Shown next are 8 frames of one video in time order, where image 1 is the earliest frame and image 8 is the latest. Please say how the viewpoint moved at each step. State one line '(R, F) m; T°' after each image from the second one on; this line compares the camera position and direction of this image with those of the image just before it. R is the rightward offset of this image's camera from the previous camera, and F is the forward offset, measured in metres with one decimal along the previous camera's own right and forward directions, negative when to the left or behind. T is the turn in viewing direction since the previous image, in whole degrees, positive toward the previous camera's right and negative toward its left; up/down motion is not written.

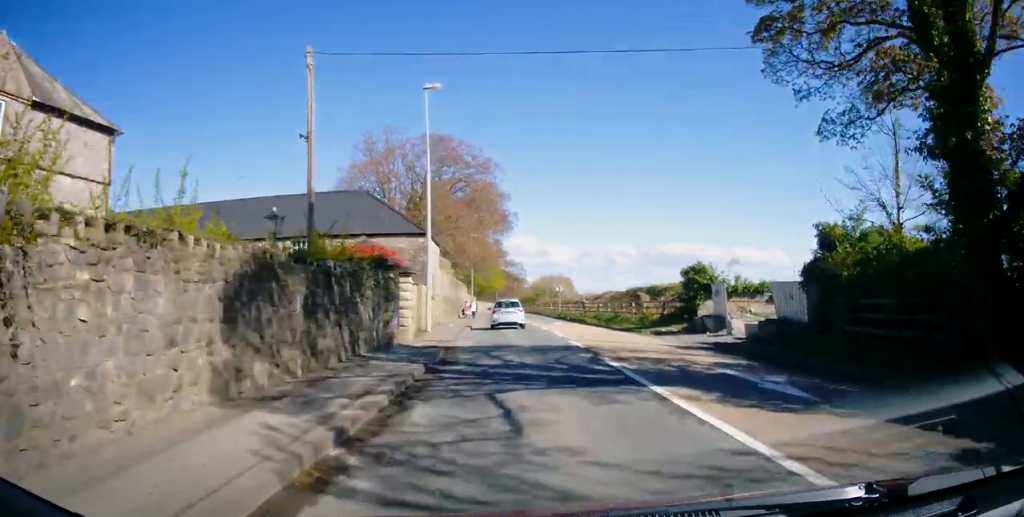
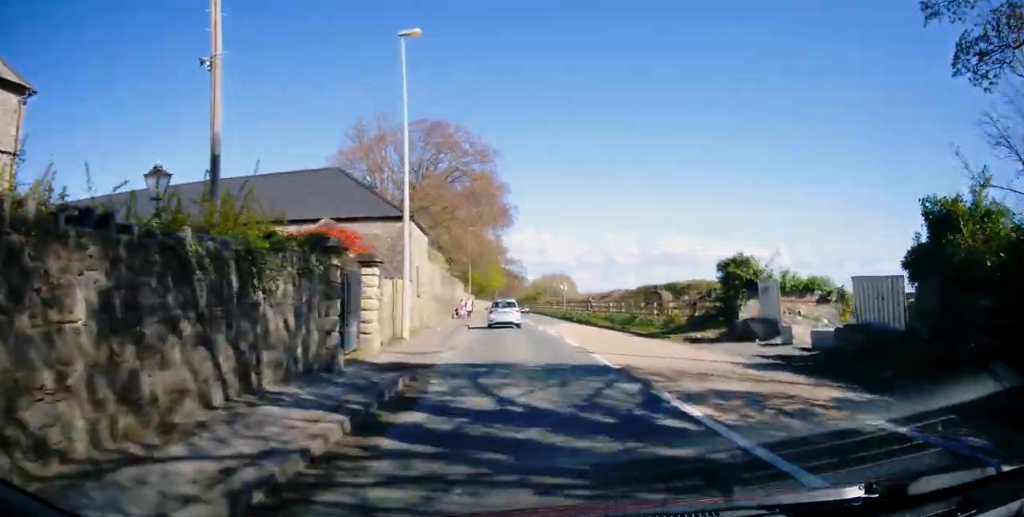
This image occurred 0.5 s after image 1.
(0.0, +5.1) m; 0°
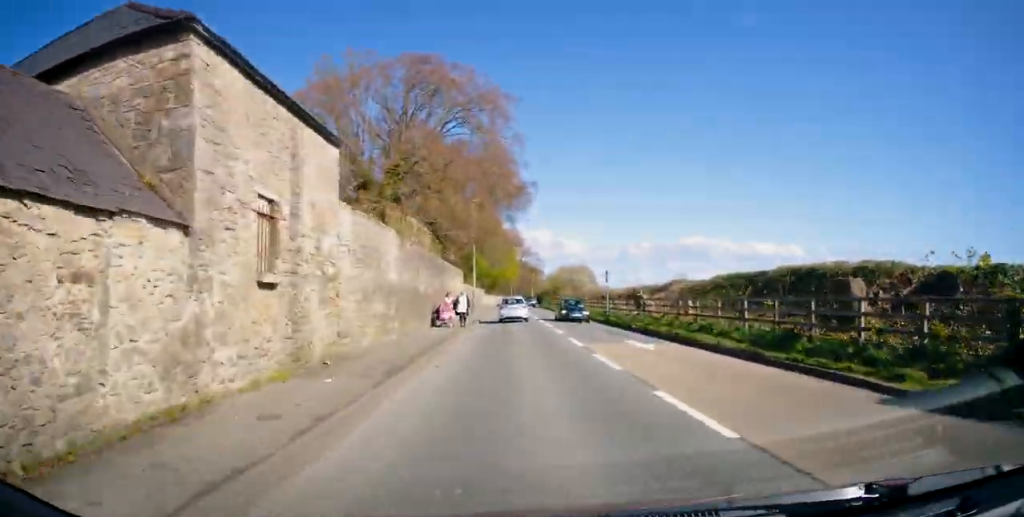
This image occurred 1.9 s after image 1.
(-0.1, +16.9) m; -1°
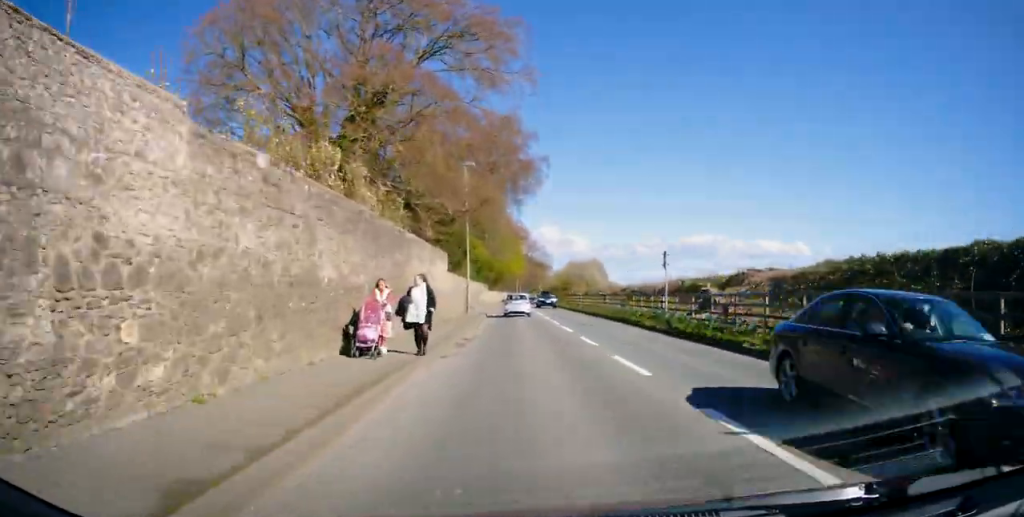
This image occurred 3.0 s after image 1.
(-0.1, +13.2) m; 0°
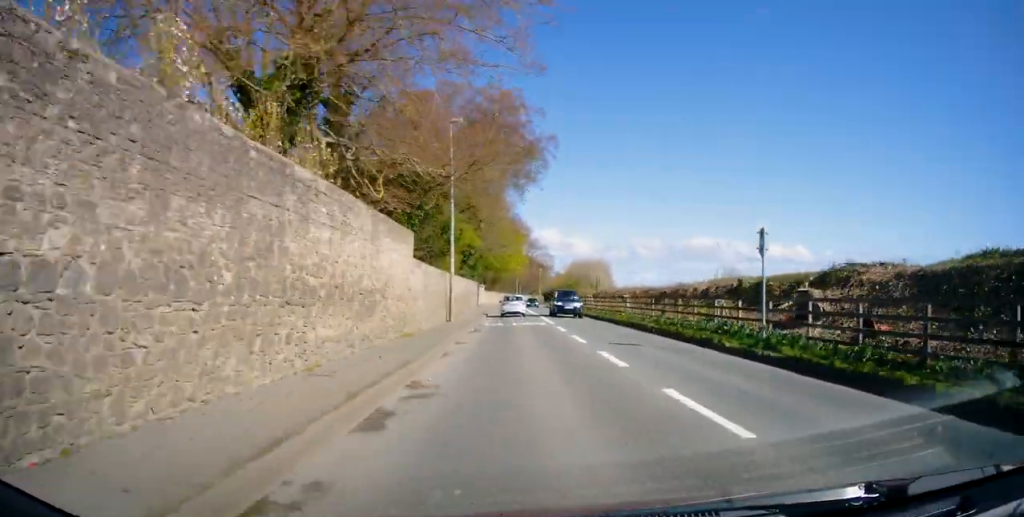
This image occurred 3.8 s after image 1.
(0.0, +9.8) m; 0°
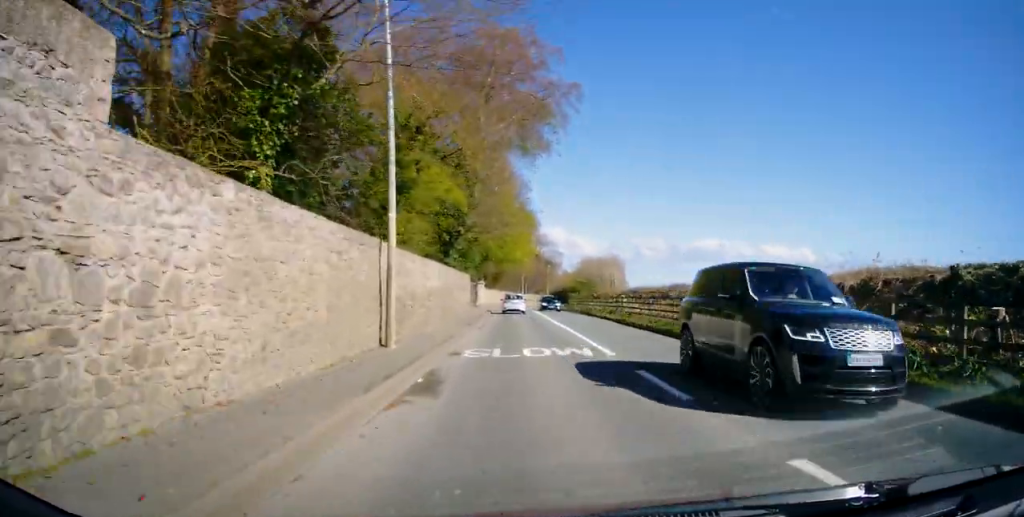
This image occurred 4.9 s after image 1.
(0.0, +15.0) m; 0°
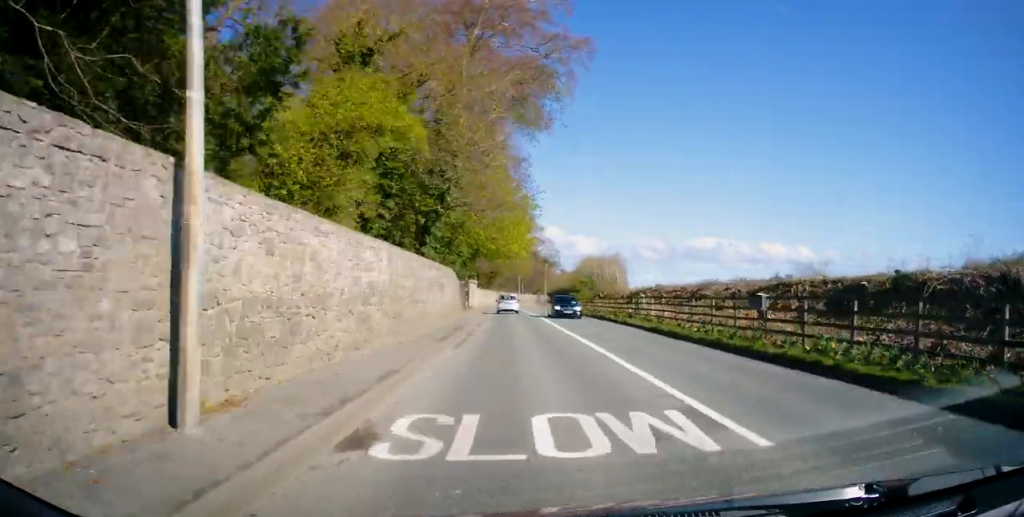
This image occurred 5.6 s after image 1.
(0.0, +8.2) m; 0°
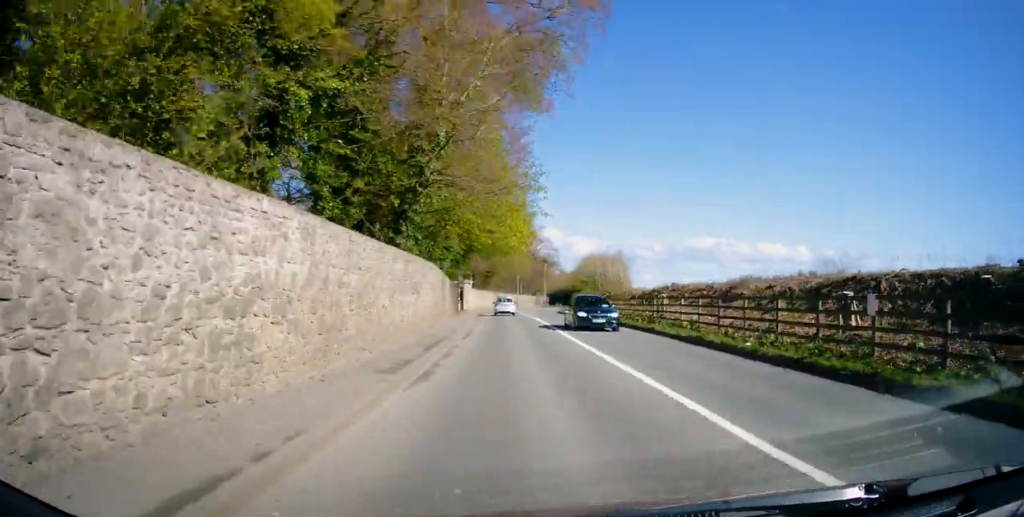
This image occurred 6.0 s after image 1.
(0.0, +5.7) m; 0°
